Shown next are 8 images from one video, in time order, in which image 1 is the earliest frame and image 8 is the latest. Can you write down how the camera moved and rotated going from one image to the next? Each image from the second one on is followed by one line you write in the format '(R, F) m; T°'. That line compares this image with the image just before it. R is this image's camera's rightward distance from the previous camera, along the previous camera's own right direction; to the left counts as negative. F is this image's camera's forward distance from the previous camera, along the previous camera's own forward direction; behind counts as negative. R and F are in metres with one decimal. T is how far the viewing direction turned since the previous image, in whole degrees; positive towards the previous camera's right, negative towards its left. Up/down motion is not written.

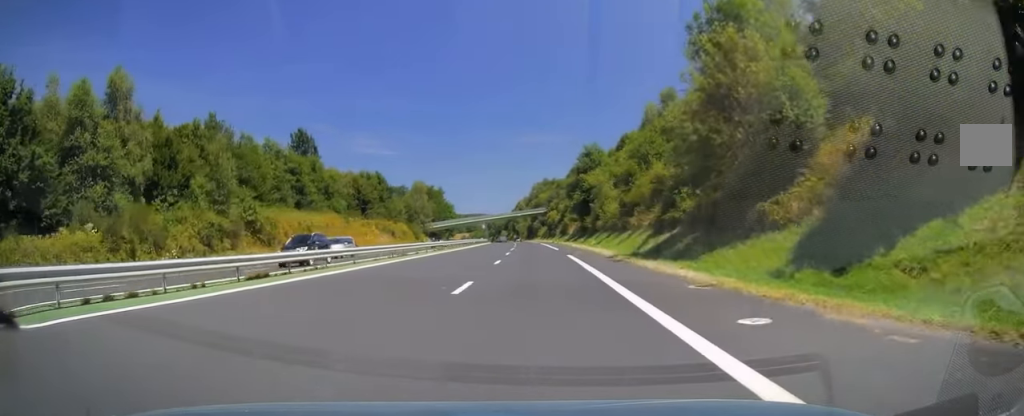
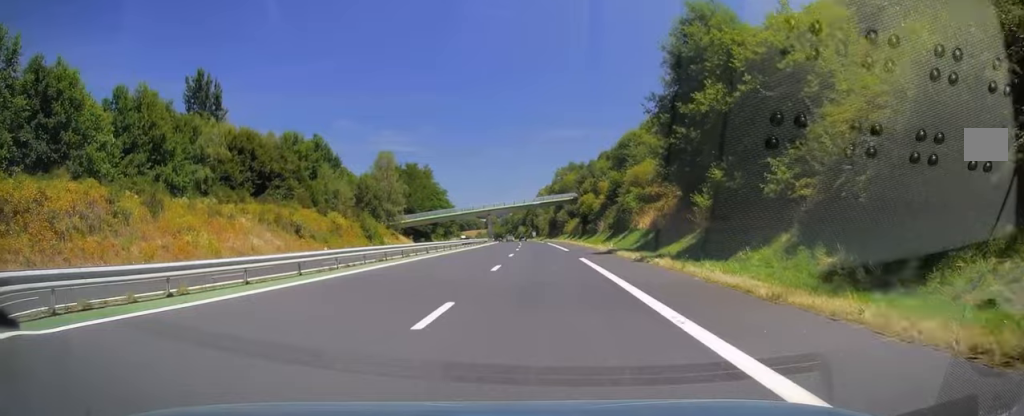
(-1.0, +57.0) m; -2°
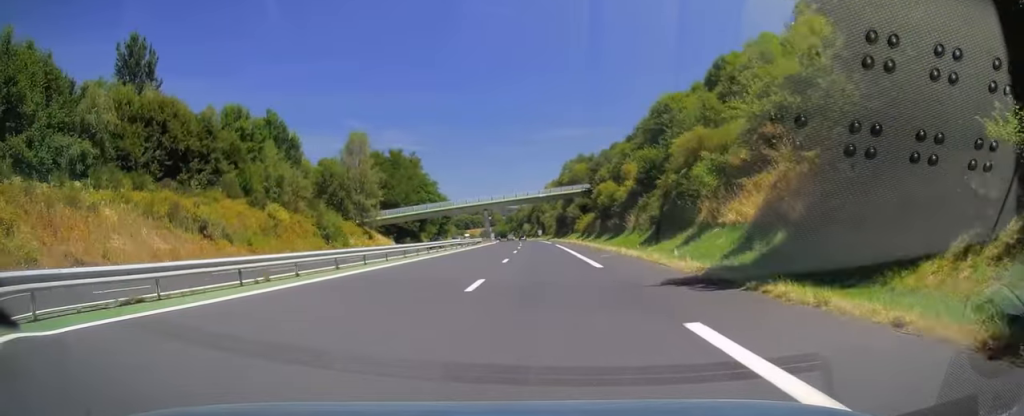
(-0.2, +20.9) m; -1°
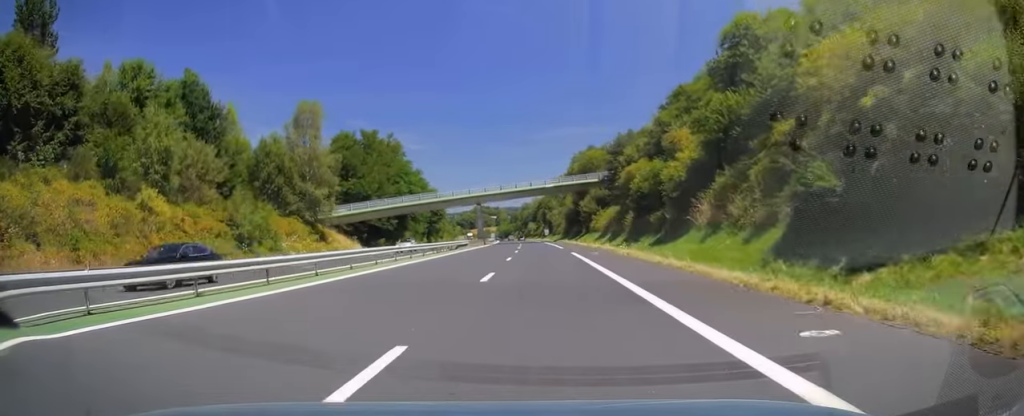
(-0.3, +22.8) m; 0°
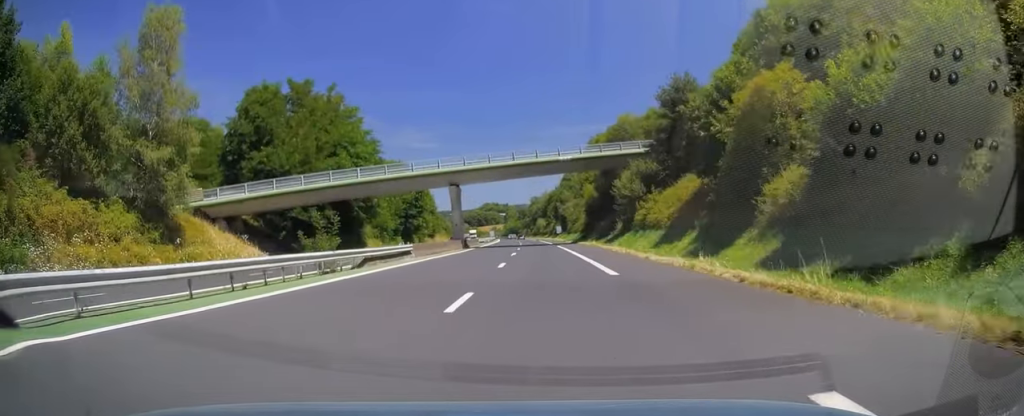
(0.0, +32.7) m; -1°
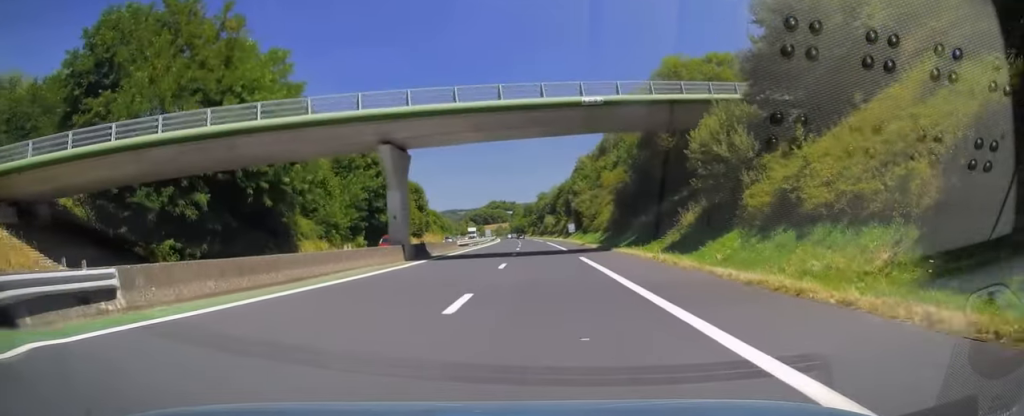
(-0.5, +26.3) m; -1°
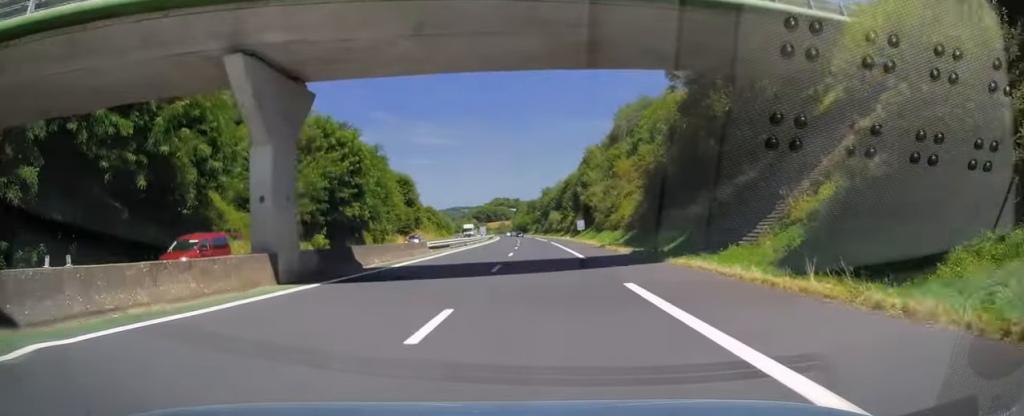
(-0.1, +15.9) m; 0°
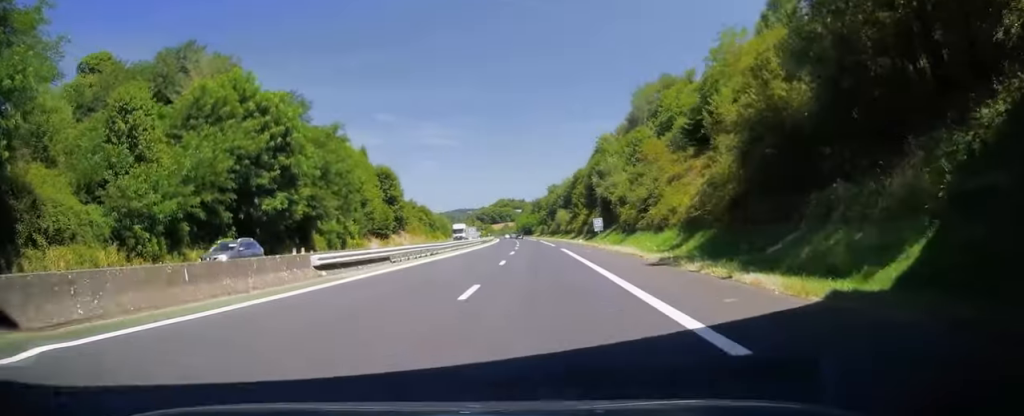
(+0.2, +20.8) m; 0°
